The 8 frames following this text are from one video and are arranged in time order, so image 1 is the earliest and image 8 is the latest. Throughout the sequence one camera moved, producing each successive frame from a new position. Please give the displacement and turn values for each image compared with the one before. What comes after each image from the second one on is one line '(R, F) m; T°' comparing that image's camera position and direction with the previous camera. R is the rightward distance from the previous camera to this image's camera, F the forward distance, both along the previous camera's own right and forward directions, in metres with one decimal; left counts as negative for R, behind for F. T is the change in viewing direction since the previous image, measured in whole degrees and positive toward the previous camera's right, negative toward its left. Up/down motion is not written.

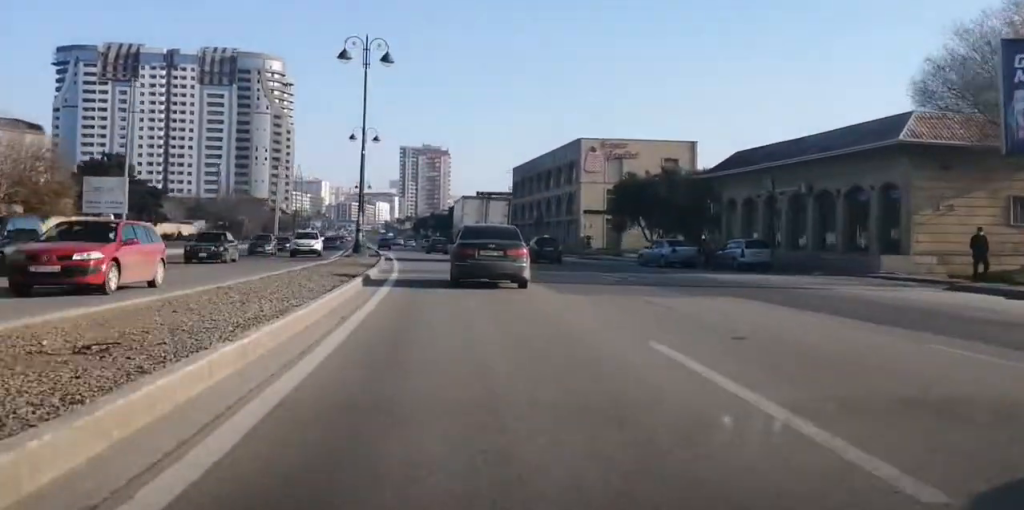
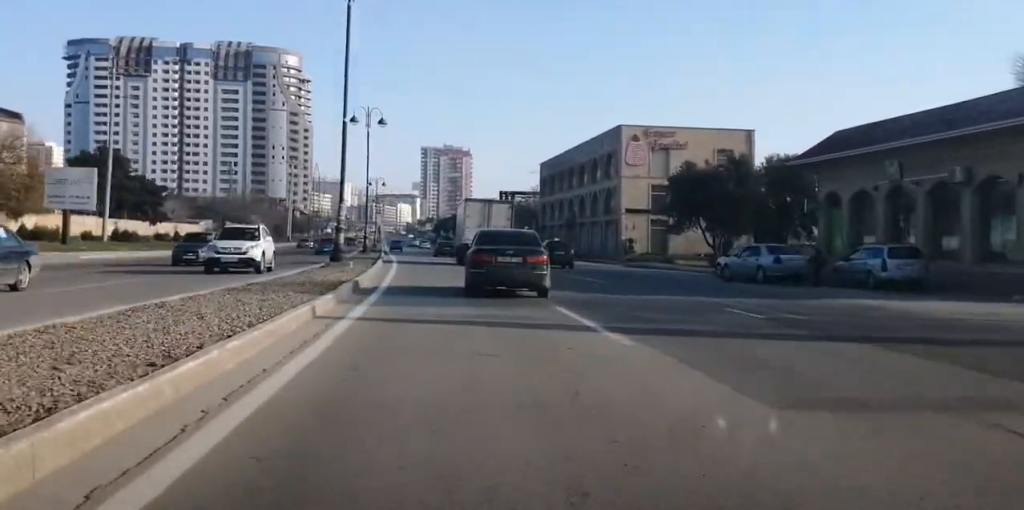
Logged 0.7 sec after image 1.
(-0.3, +12.7) m; -2°
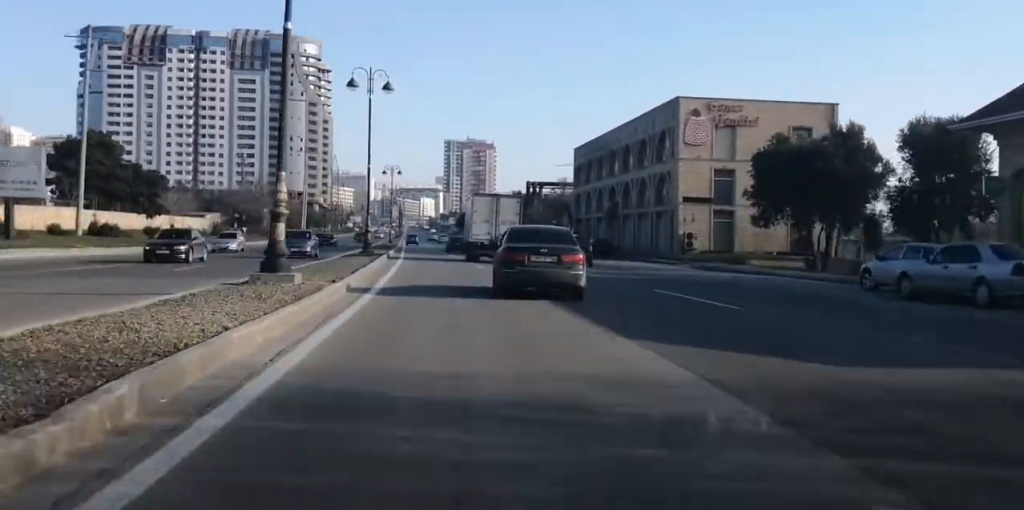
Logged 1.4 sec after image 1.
(-0.2, +13.3) m; -2°
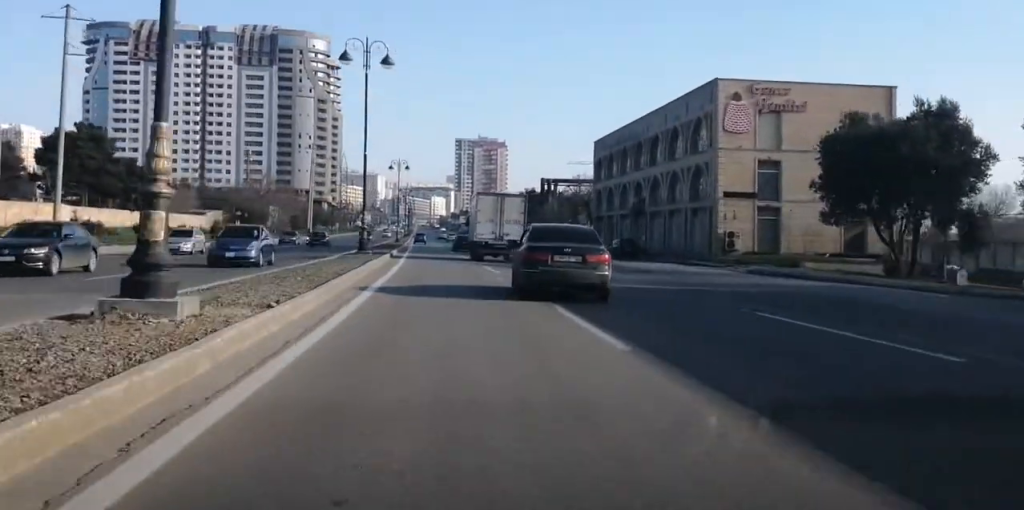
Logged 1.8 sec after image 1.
(-0.1, +7.7) m; -1°
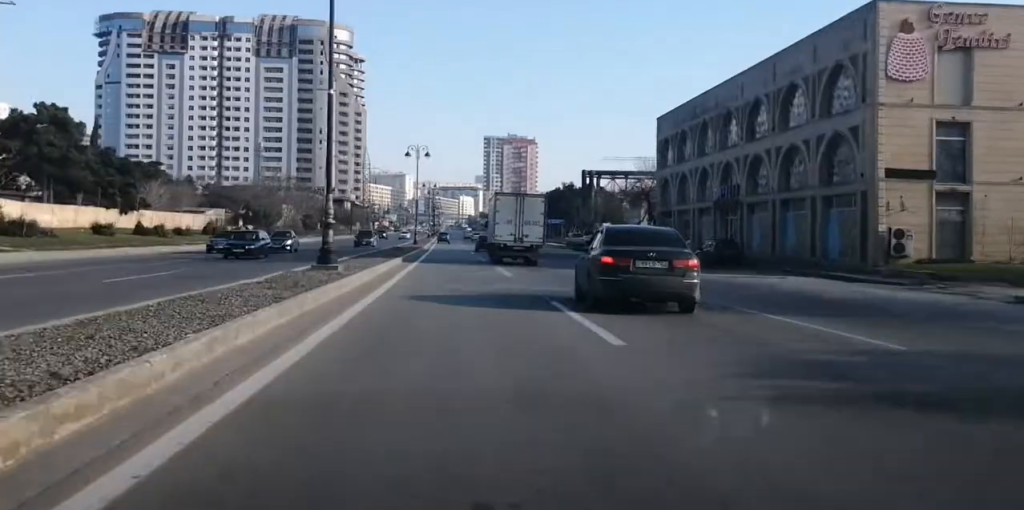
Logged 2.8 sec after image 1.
(-0.3, +19.7) m; -1°
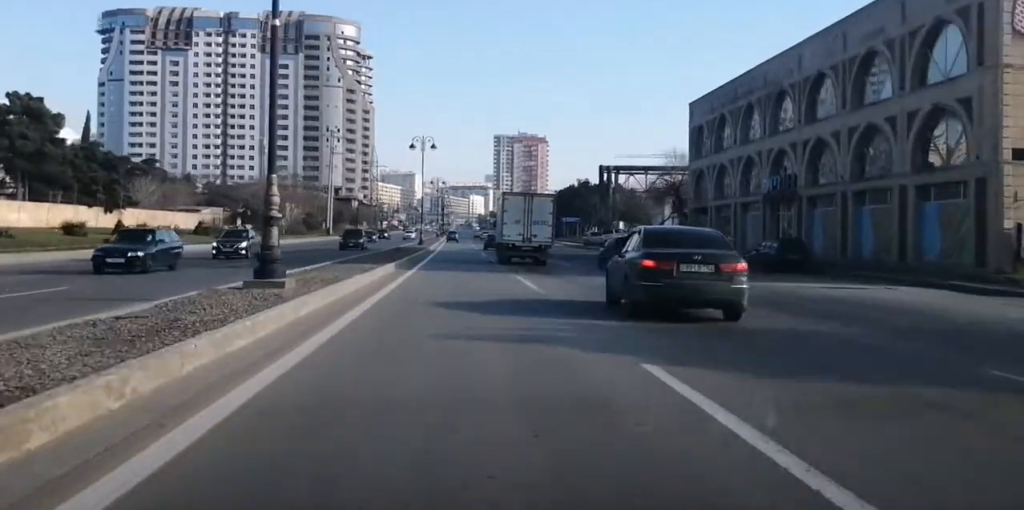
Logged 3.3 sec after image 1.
(0.0, +8.7) m; 0°
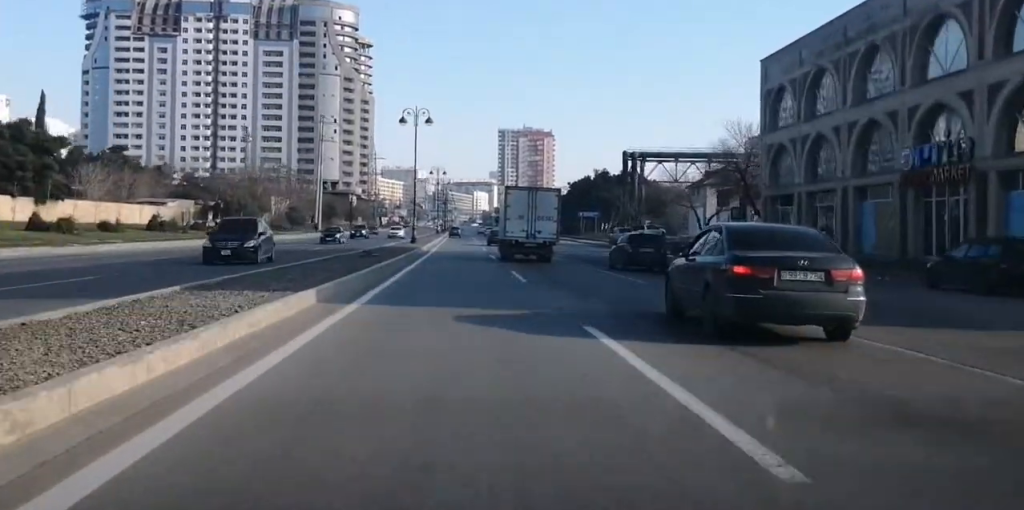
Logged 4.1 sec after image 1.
(-0.1, +17.8) m; 0°
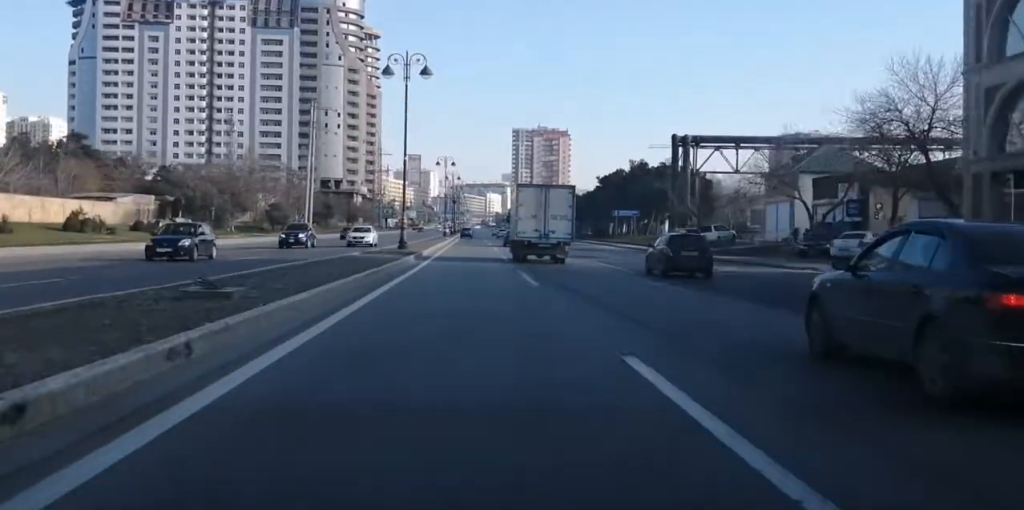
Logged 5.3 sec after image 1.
(0.0, +22.1) m; 0°
